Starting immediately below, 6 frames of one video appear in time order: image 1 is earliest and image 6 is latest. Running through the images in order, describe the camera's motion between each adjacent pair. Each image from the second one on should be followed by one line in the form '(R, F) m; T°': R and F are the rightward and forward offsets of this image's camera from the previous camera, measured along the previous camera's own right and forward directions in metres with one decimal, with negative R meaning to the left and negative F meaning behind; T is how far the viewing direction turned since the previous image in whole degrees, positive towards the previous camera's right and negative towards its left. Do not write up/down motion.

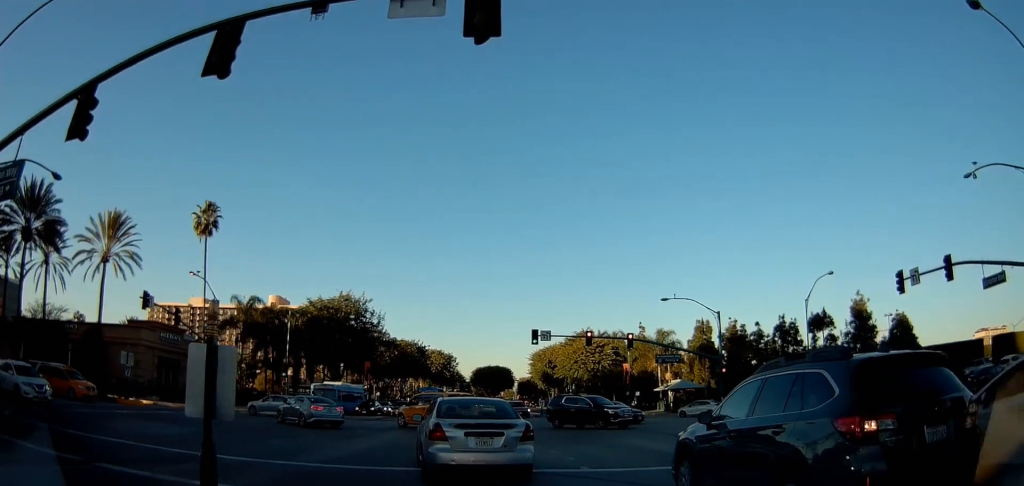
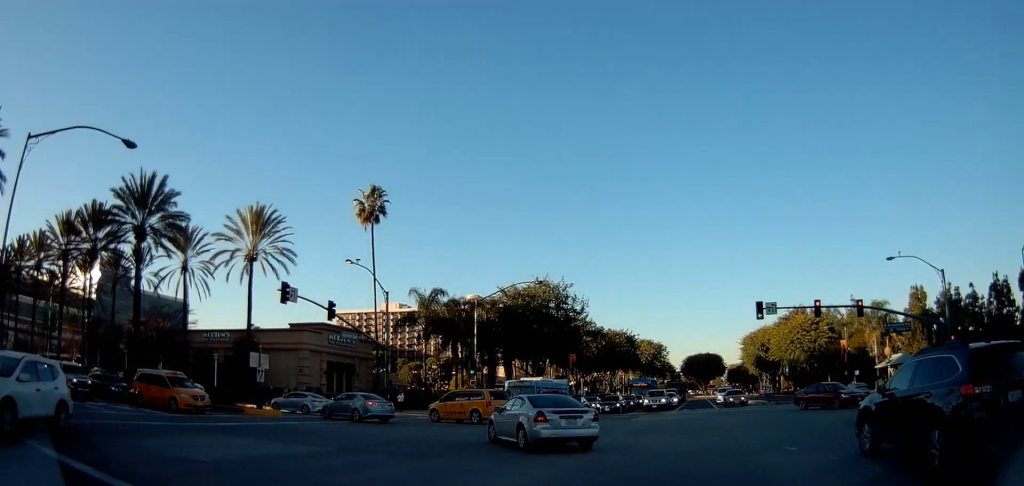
(-1.1, +8.9) m; -29°
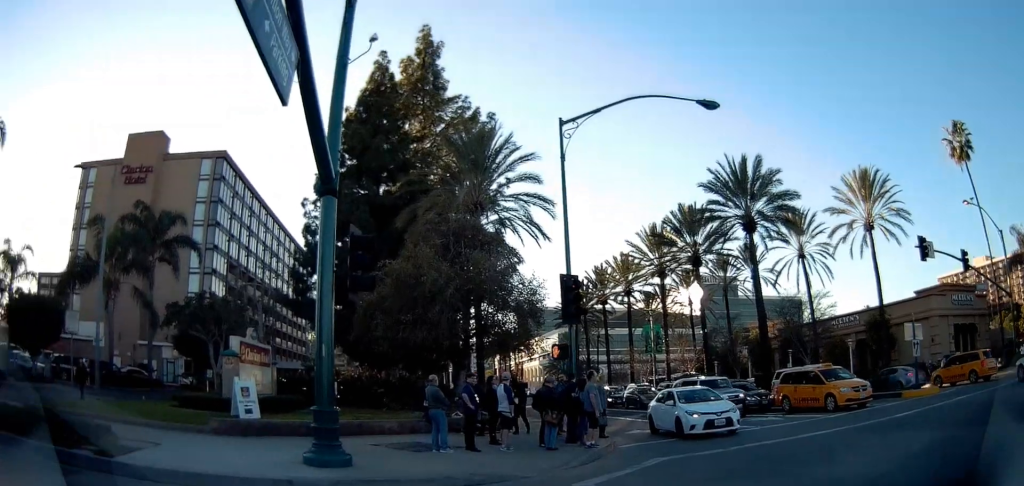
(-2.6, +5.0) m; -54°
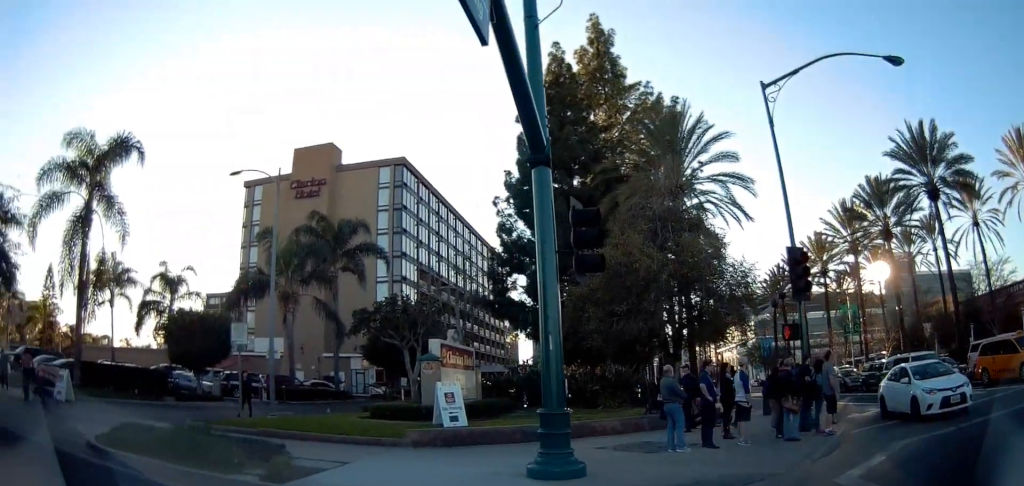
(-0.1, +1.4) m; -15°
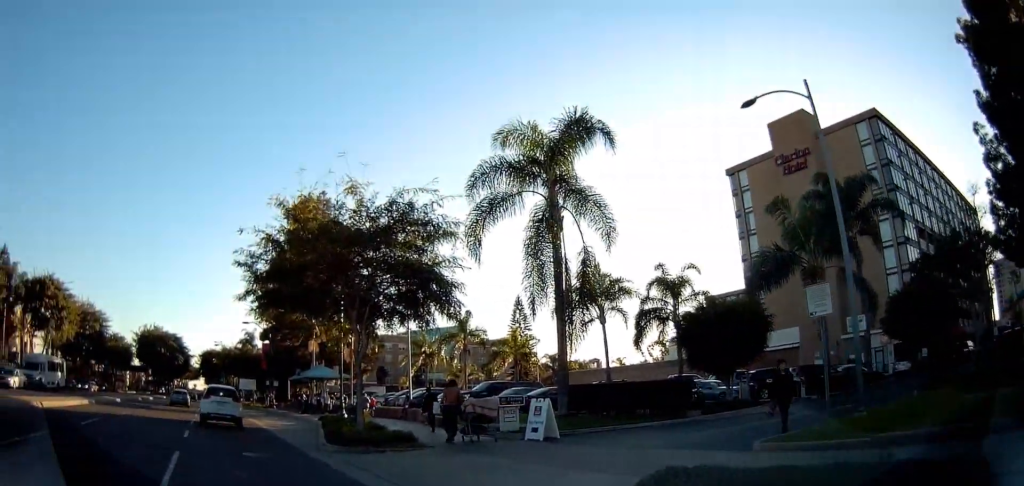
(-2.3, +4.2) m; -51°
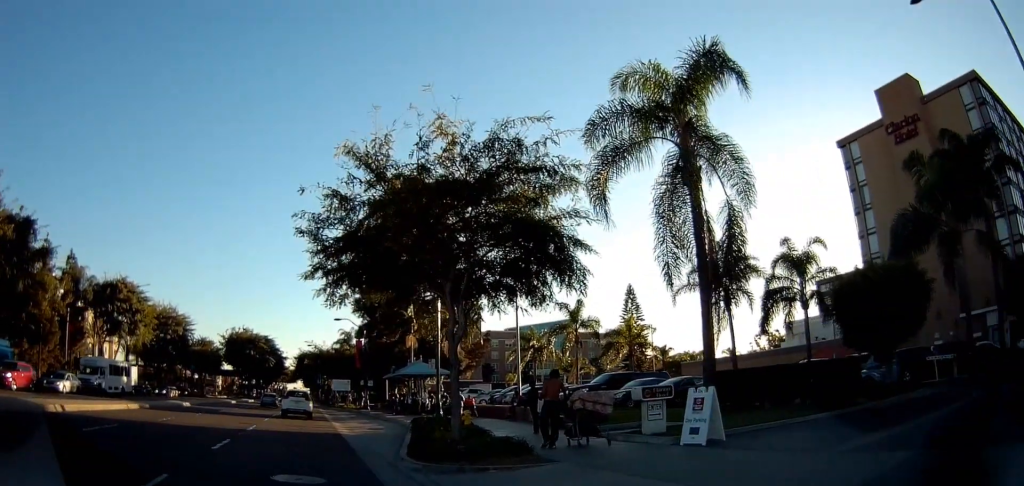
(-1.0, +3.8) m; -2°
